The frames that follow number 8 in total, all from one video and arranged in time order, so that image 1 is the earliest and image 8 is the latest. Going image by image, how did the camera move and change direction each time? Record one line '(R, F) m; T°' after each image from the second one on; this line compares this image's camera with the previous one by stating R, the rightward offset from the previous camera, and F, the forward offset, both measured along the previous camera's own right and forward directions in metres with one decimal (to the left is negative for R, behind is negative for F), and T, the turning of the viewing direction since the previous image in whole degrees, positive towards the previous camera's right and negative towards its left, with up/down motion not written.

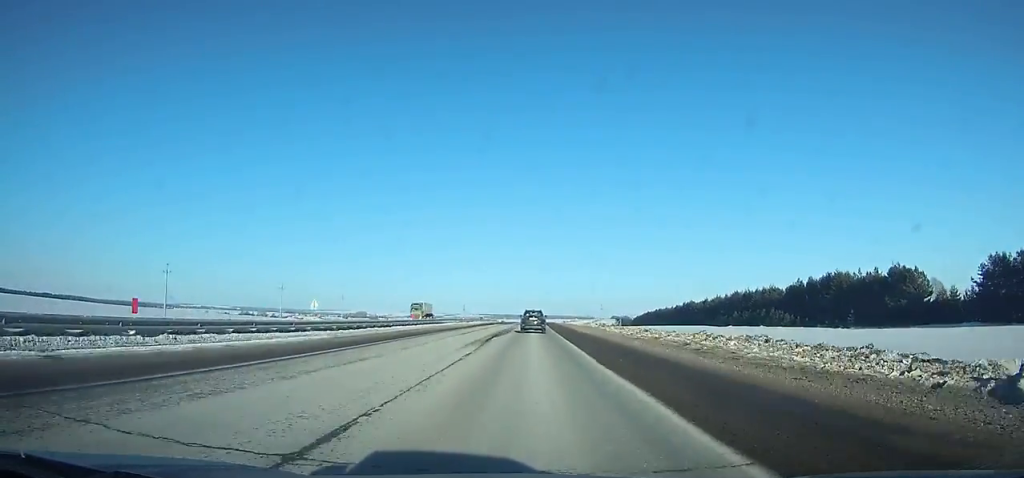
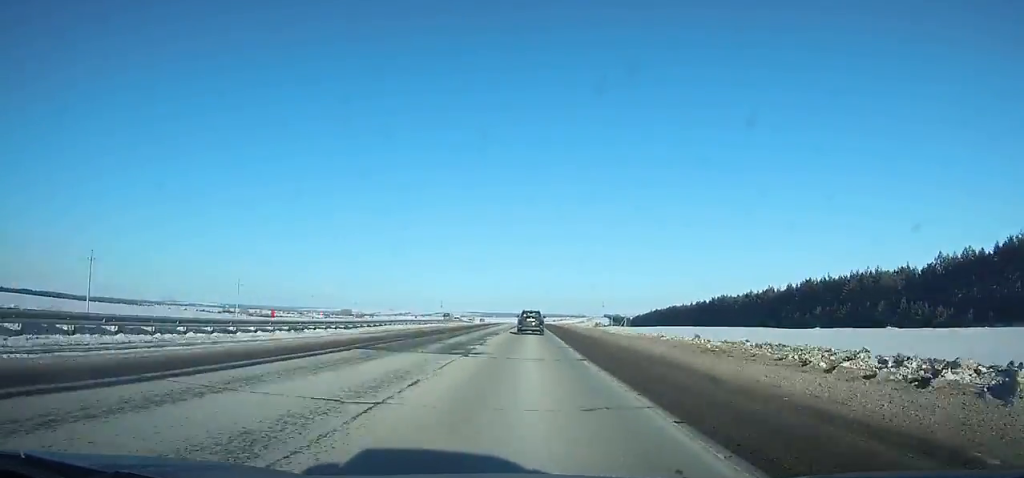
(+0.3, +65.4) m; +1°
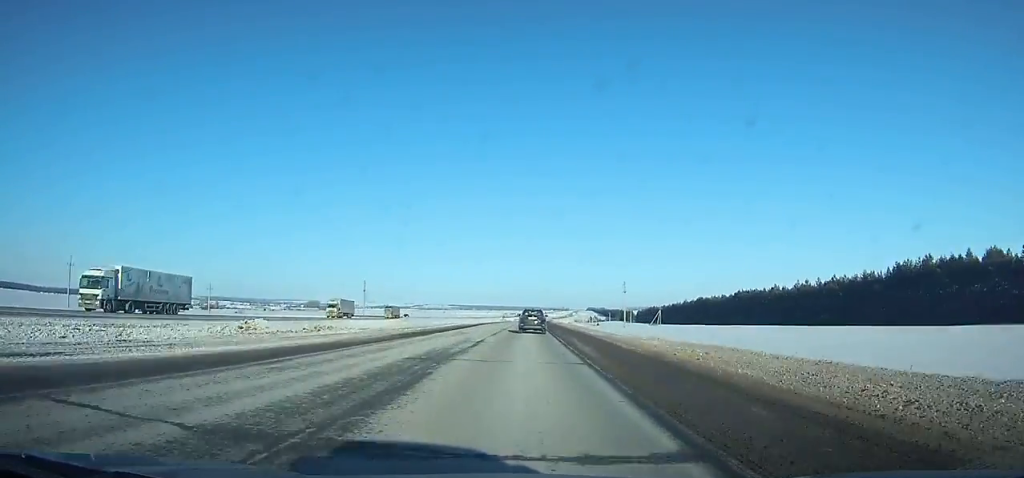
(+2.1, +145.4) m; +2°
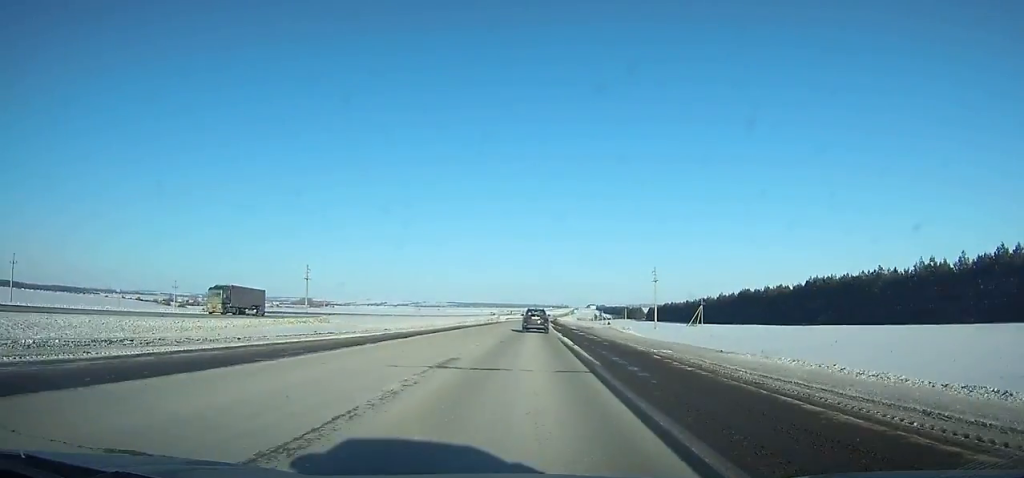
(+0.5, +60.3) m; +1°
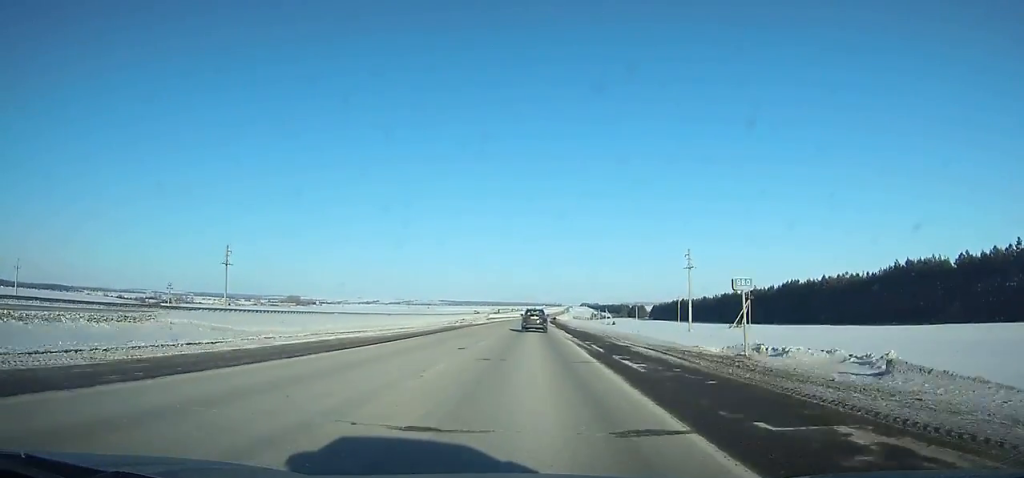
(+0.2, +46.6) m; 0°
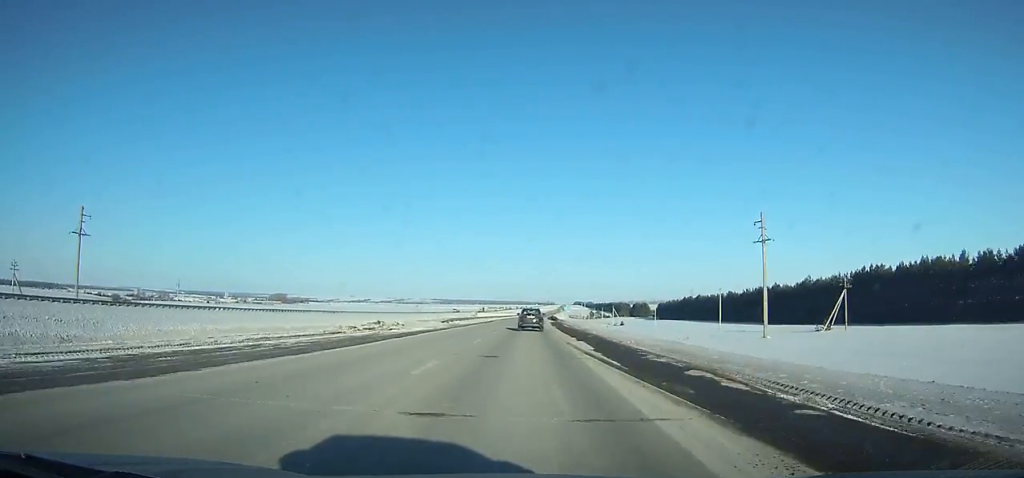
(+0.1, +46.6) m; +1°
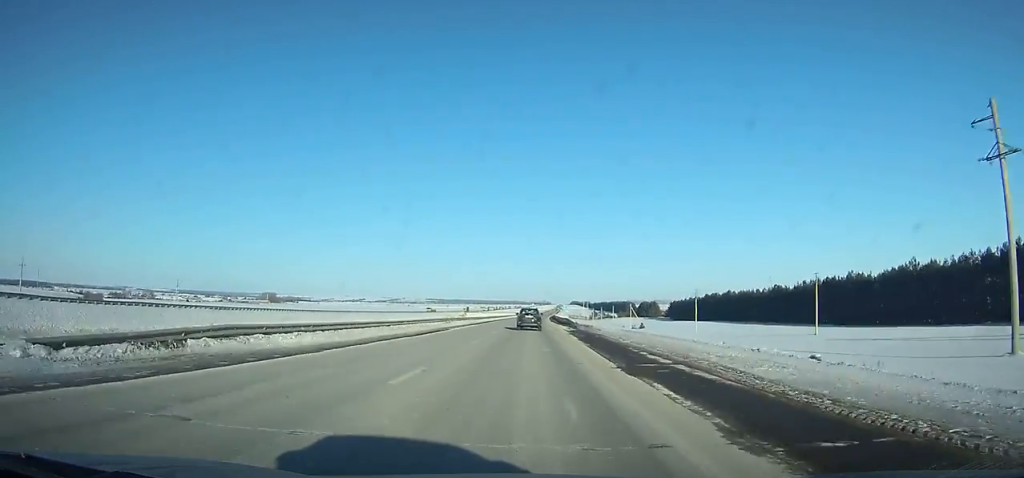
(+0.3, +49.4) m; +1°
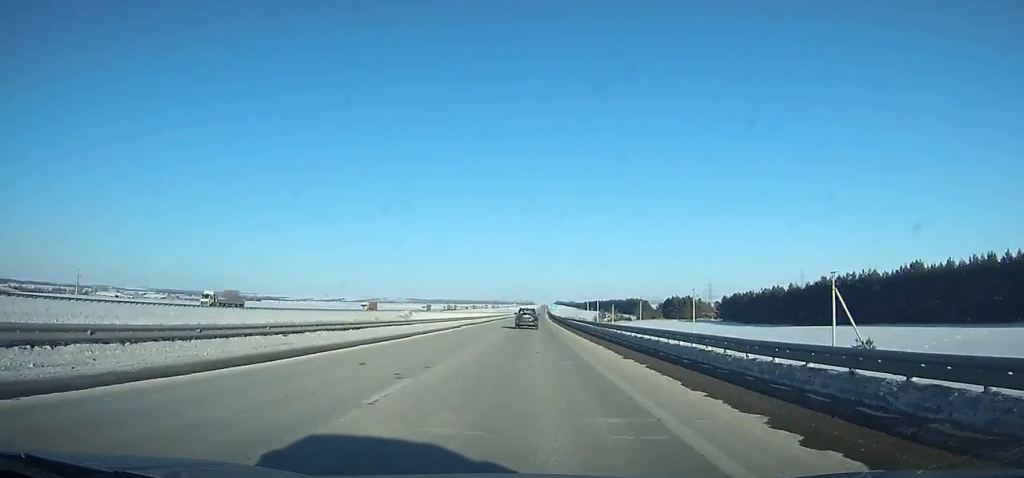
(+1.5, +133.9) m; +1°
